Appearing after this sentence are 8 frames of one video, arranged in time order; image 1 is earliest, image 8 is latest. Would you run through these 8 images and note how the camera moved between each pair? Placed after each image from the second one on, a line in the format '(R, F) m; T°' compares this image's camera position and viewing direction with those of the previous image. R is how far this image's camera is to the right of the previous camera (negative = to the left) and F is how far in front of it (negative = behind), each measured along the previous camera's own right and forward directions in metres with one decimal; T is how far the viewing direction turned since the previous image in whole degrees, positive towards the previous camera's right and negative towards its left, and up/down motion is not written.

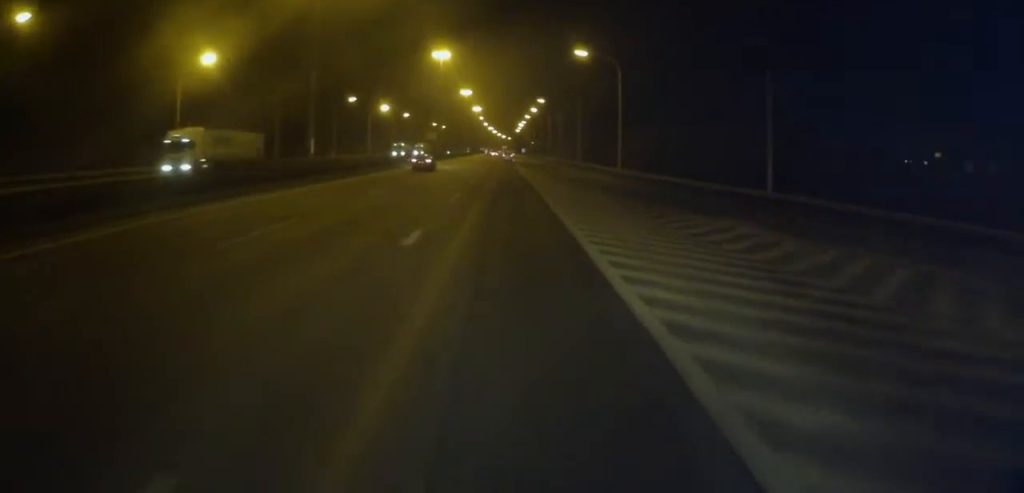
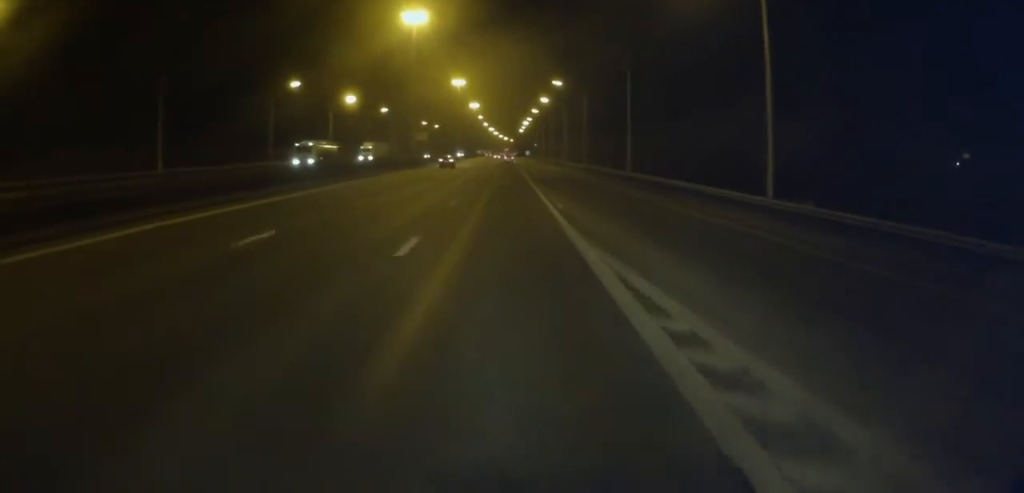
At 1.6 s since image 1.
(+0.2, +38.4) m; 0°
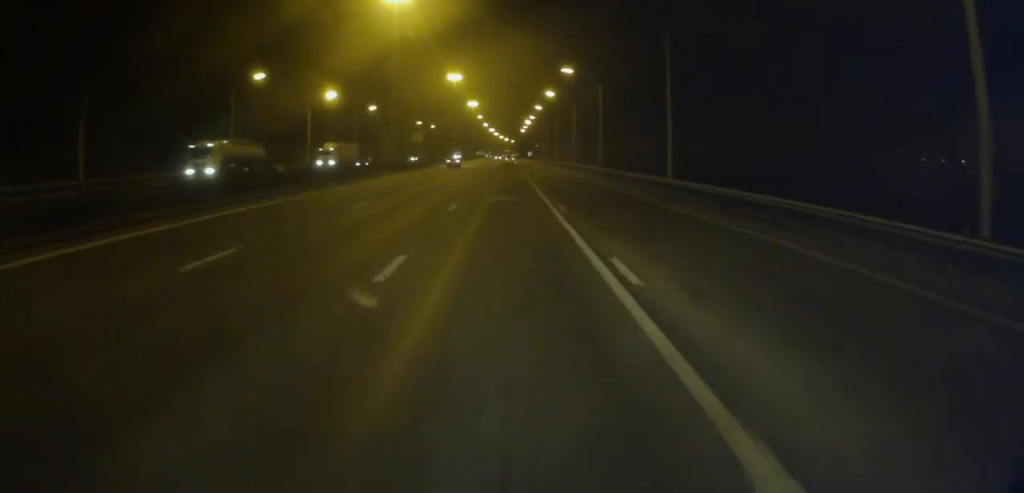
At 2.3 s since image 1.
(-0.2, +14.9) m; 0°
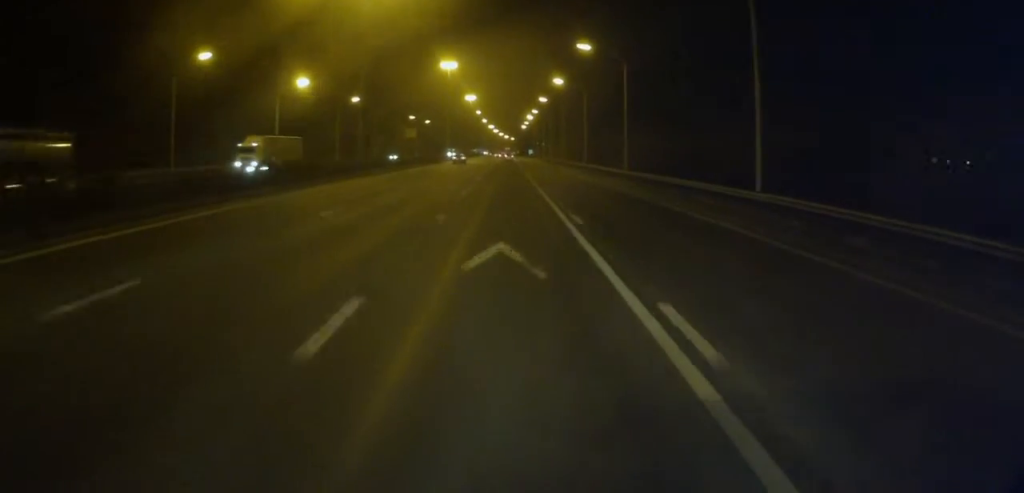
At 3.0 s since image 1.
(+0.4, +16.5) m; 0°
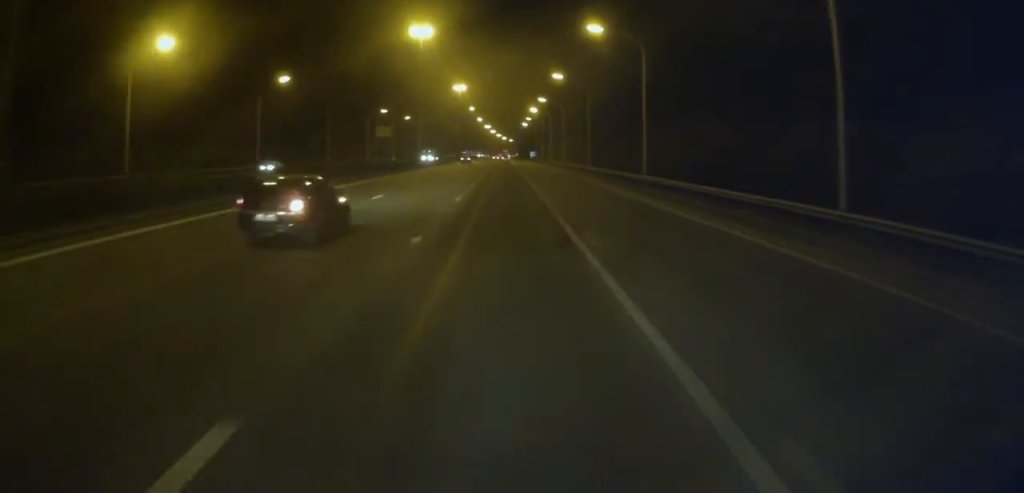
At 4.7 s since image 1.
(-0.4, +41.7) m; -1°
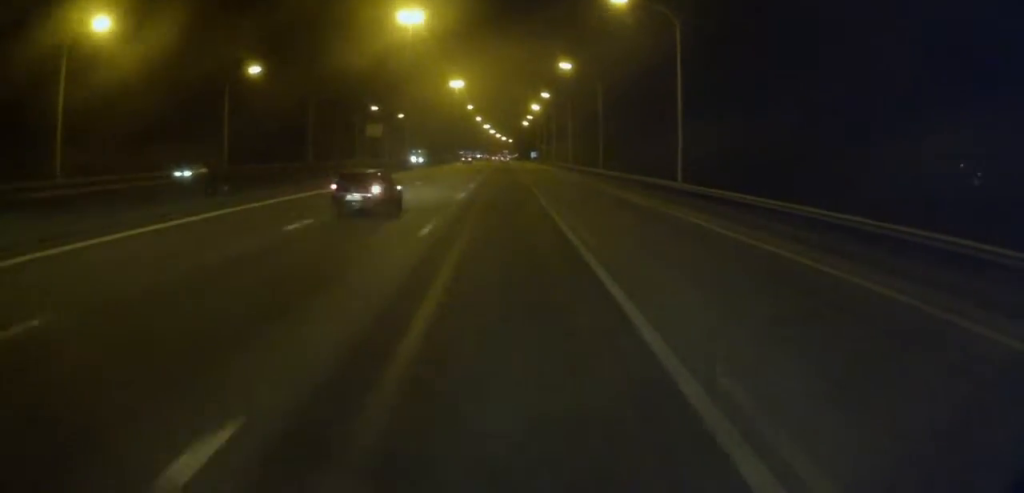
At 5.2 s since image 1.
(0.0, +11.0) m; 0°
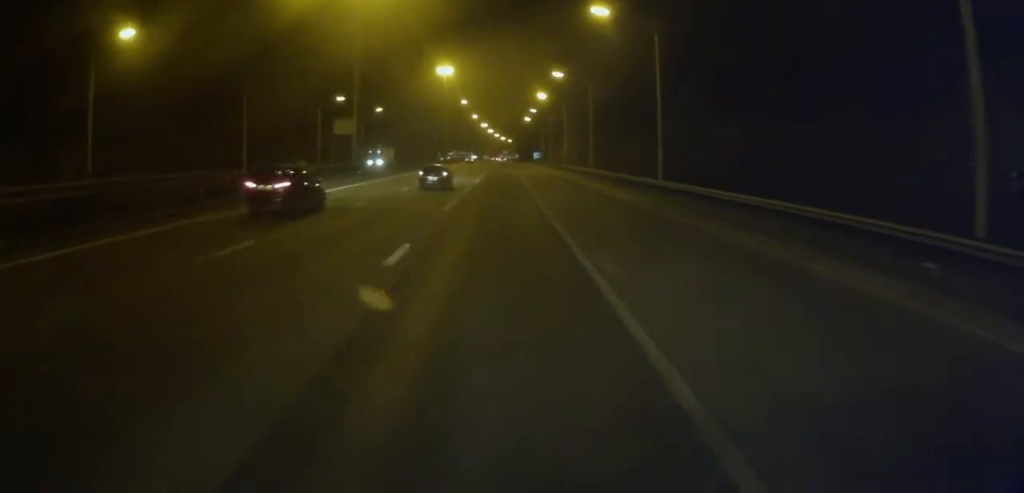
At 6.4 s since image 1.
(-0.1, +29.0) m; 0°
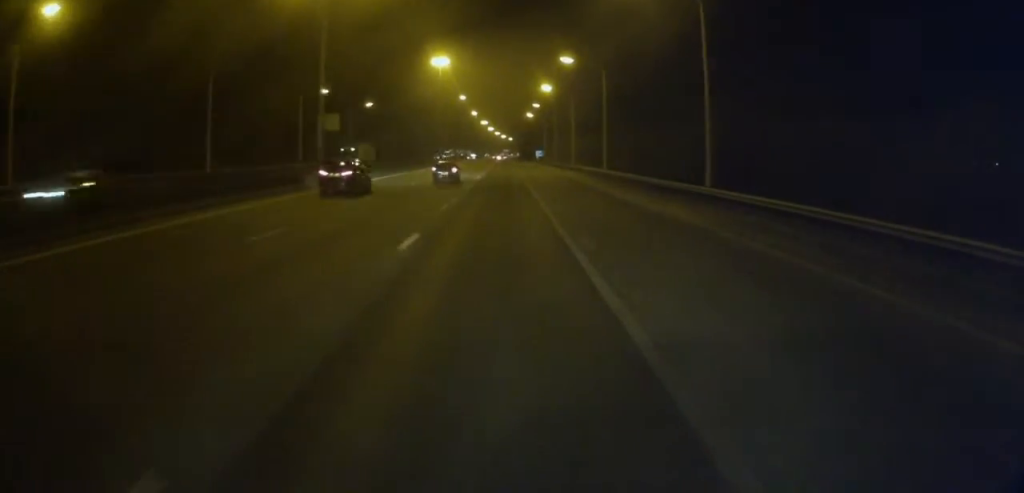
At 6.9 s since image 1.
(+0.1, +11.0) m; 0°
